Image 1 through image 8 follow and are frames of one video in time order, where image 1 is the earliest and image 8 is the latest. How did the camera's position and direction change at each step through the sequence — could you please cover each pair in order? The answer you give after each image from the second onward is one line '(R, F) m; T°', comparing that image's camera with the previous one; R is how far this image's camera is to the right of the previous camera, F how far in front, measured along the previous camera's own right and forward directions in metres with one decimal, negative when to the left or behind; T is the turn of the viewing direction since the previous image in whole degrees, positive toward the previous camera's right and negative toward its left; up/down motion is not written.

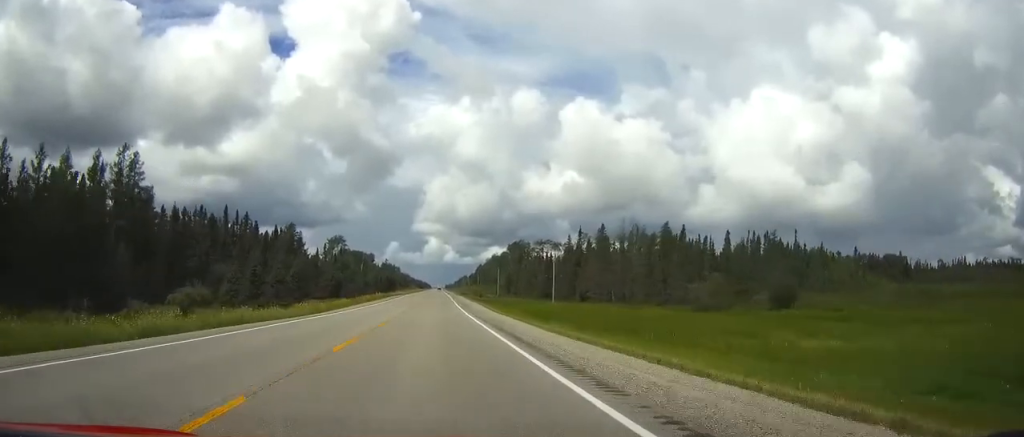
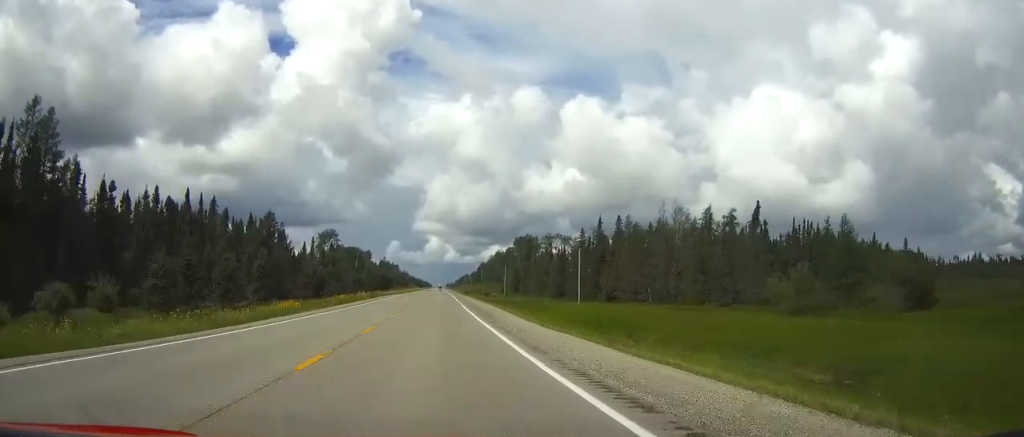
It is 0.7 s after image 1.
(0.0, +22.8) m; 0°
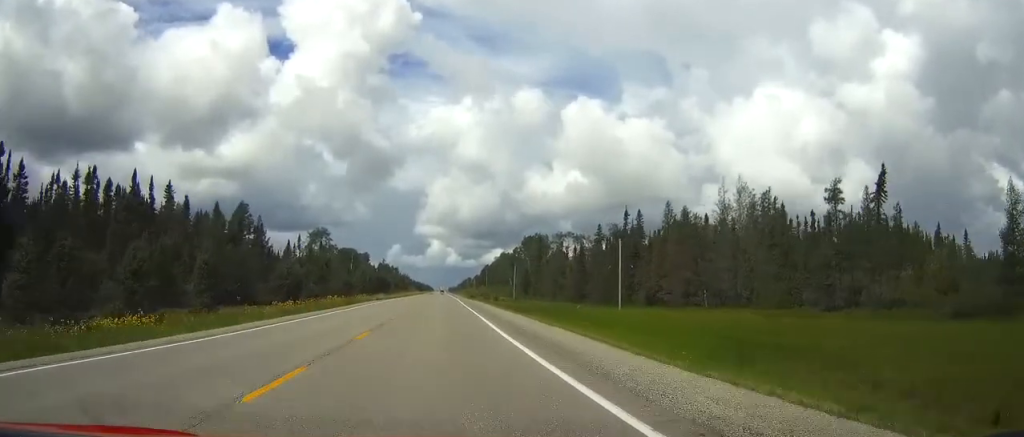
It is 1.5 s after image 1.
(+0.1, +22.8) m; 0°
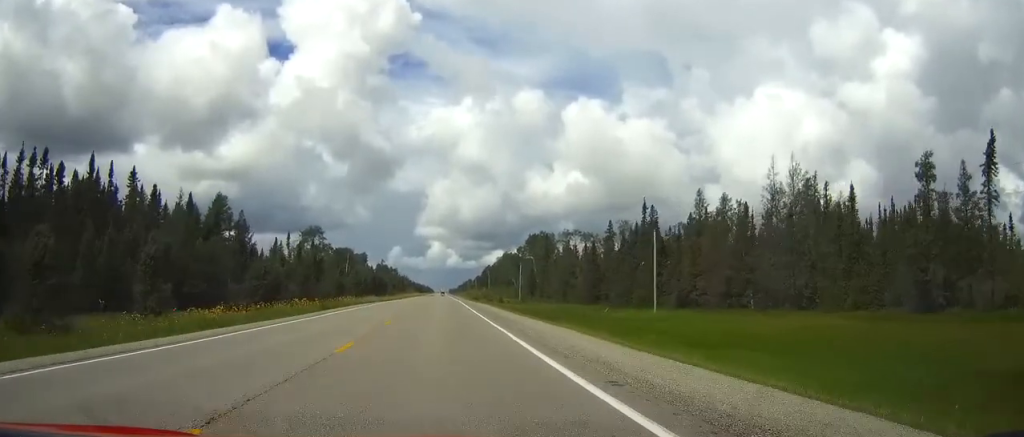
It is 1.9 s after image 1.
(-0.1, +13.5) m; 0°
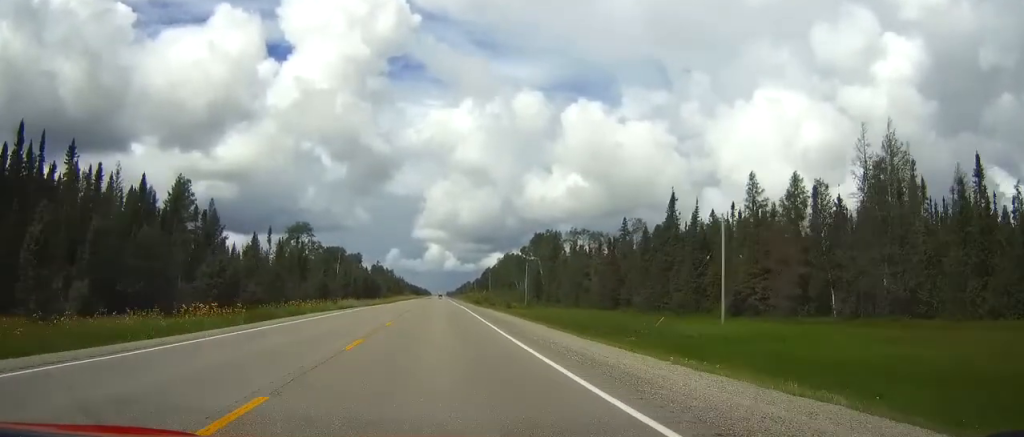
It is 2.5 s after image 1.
(-0.1, +17.7) m; 0°
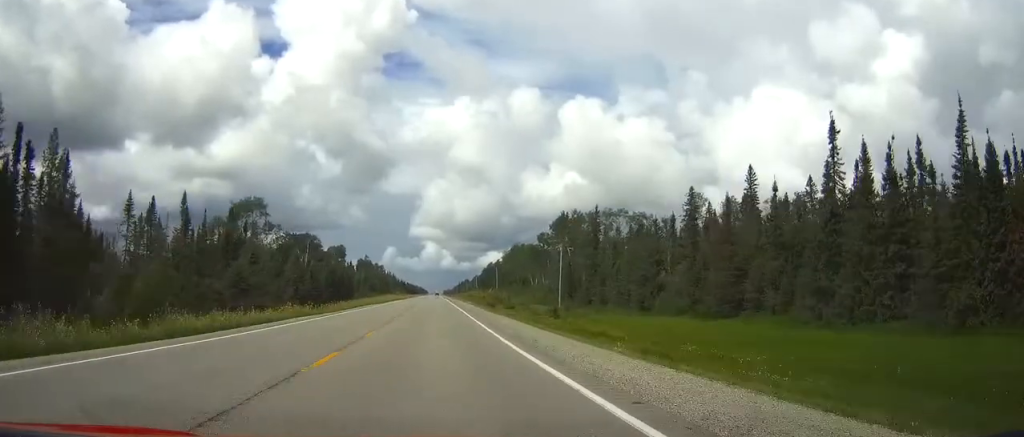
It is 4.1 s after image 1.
(0.0, +52.4) m; 0°
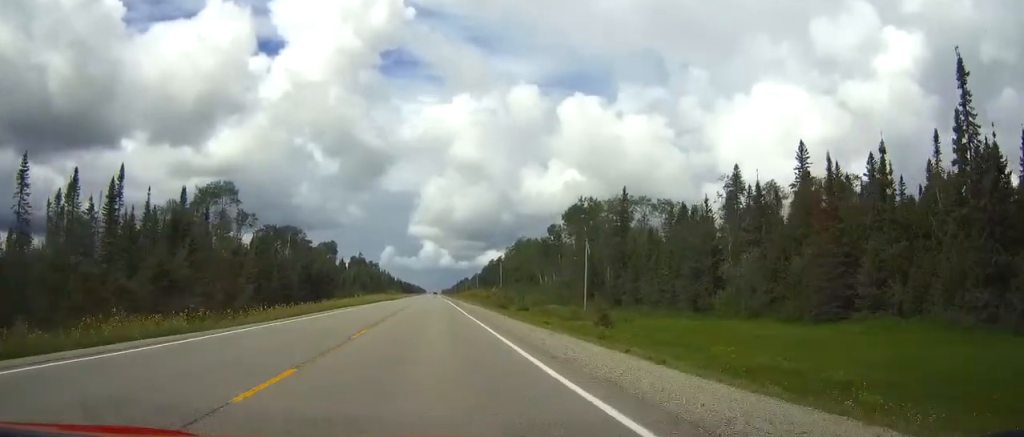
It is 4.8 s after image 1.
(0.0, +22.1) m; 0°
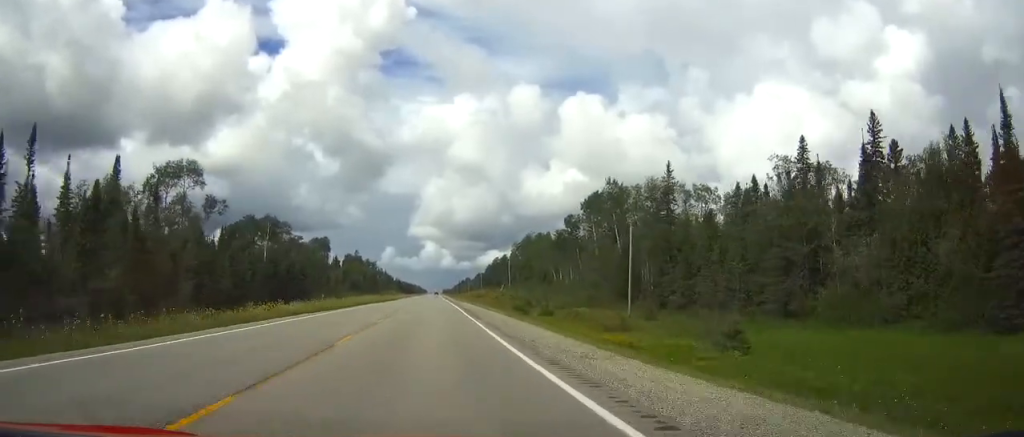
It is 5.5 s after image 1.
(+0.1, +22.2) m; 0°
